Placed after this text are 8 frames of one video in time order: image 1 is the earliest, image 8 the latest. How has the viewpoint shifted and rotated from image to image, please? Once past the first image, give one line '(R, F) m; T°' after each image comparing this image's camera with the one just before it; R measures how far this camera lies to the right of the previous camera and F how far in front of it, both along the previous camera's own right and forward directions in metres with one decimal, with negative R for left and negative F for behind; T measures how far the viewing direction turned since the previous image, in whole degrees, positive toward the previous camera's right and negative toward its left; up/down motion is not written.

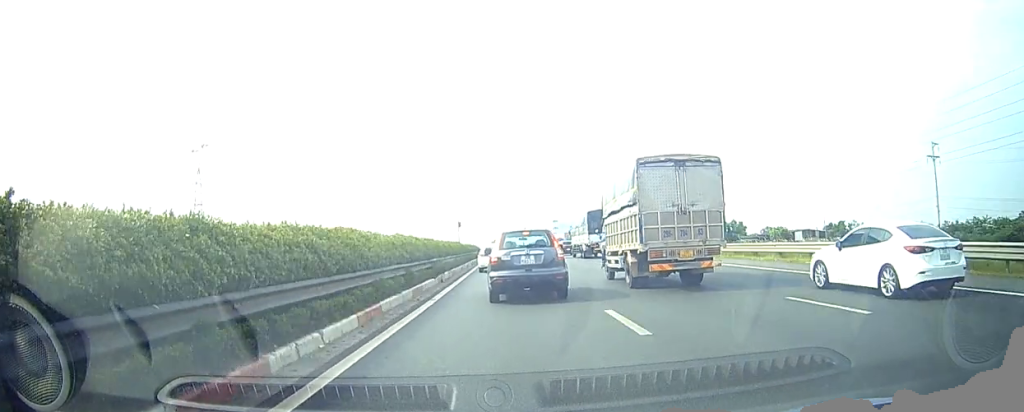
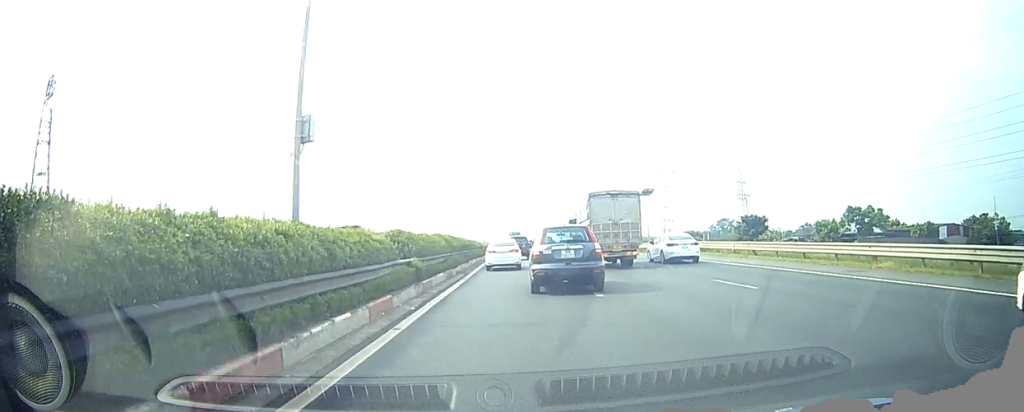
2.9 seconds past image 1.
(-1.6, +52.5) m; -3°
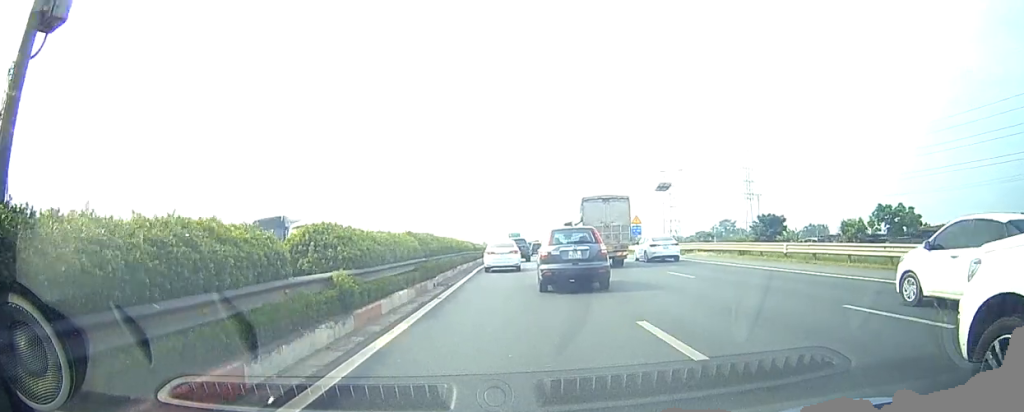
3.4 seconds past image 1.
(0.0, +7.0) m; 0°
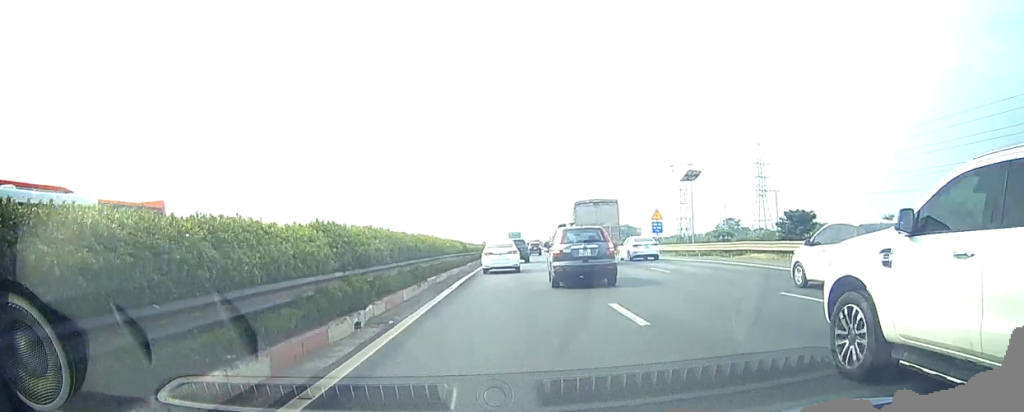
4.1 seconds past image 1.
(0.0, +9.7) m; 0°
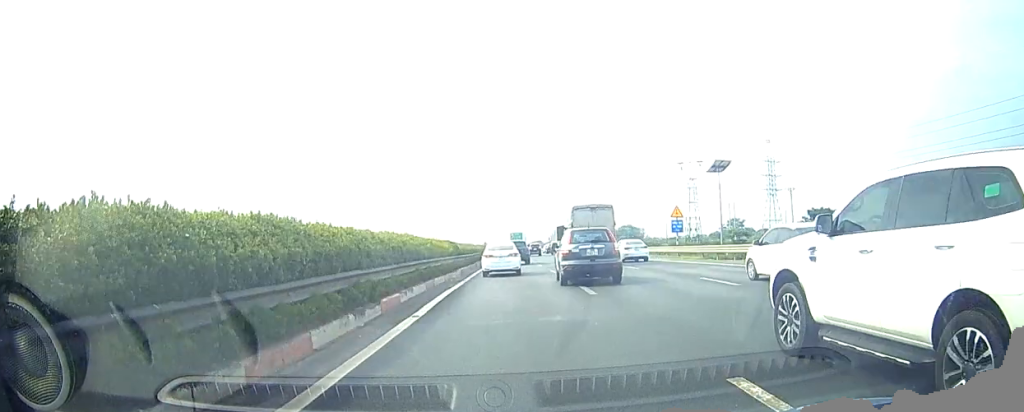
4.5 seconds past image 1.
(0.0, +6.2) m; 0°
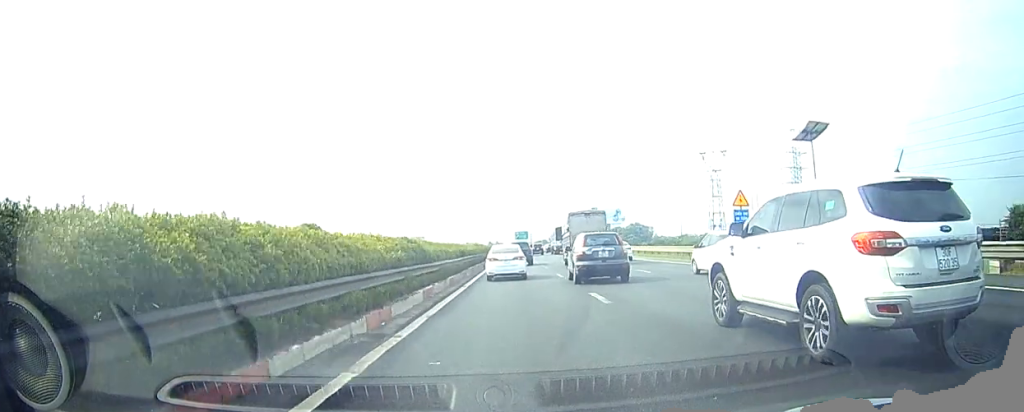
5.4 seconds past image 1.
(0.0, +13.0) m; 0°
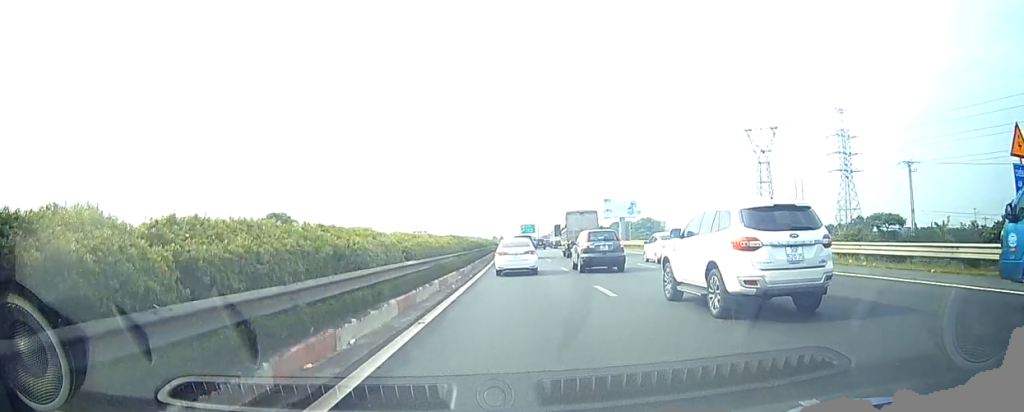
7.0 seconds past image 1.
(0.0, +21.8) m; 0°
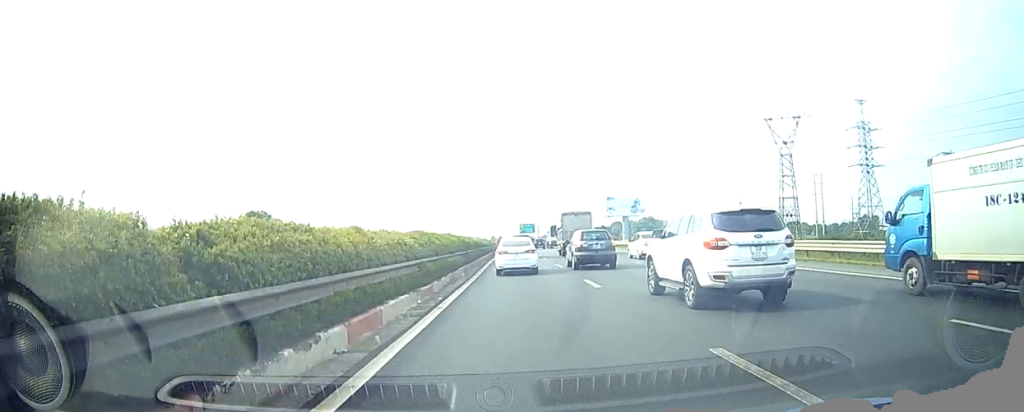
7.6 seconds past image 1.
(0.0, +8.9) m; 0°
